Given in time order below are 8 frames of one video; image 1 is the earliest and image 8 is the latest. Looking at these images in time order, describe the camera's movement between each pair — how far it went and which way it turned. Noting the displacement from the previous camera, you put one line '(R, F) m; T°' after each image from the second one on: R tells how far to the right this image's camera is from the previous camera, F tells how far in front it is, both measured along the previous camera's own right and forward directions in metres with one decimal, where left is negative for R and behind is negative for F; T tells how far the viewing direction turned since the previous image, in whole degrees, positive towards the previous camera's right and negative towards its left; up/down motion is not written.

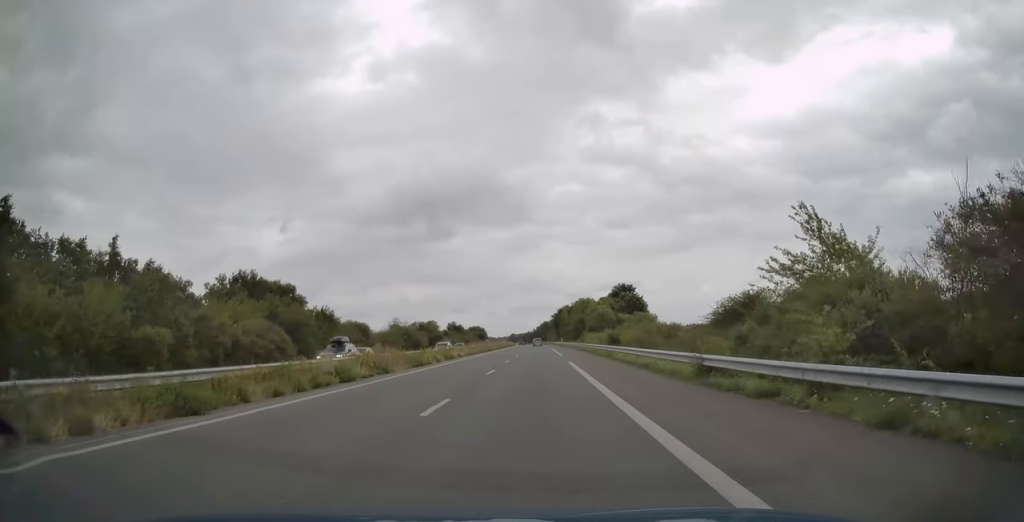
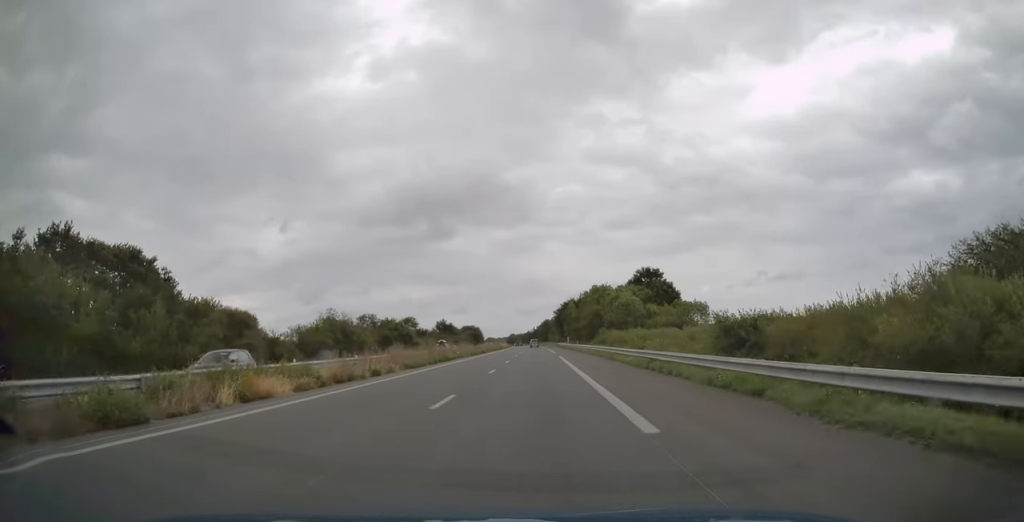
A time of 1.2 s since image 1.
(+0.4, +37.7) m; 0°
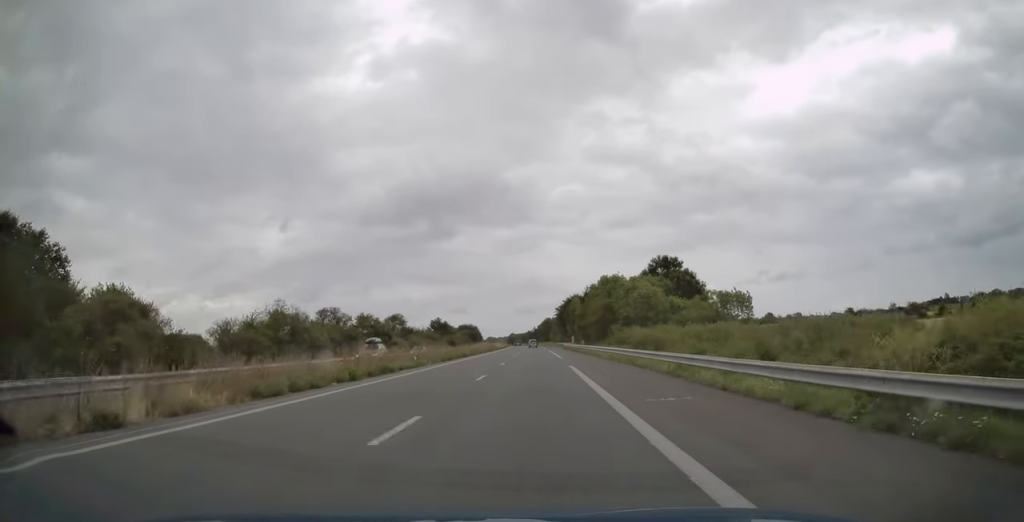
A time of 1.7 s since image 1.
(0.0, +17.2) m; 0°
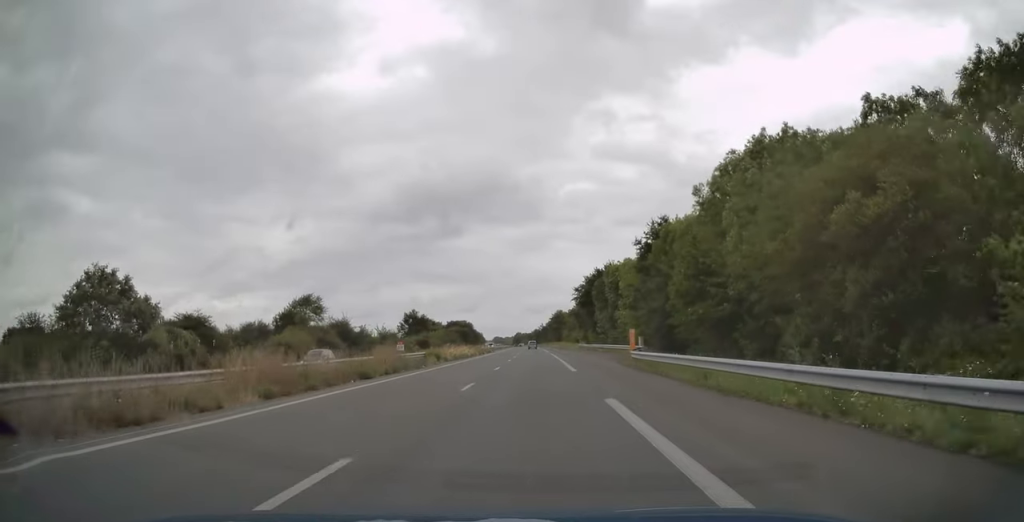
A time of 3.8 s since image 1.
(-0.1, +68.8) m; -1°
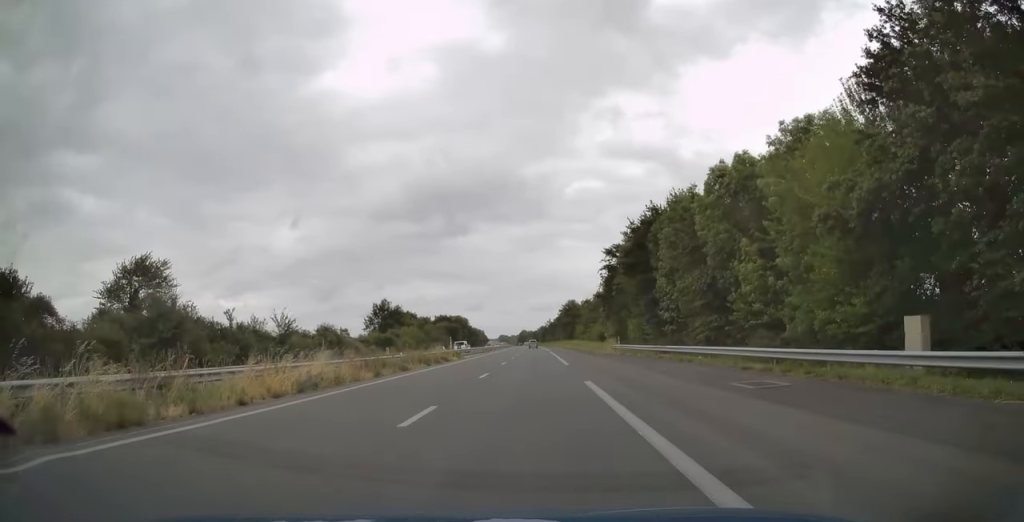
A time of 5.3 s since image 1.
(-0.2, +46.3) m; 0°
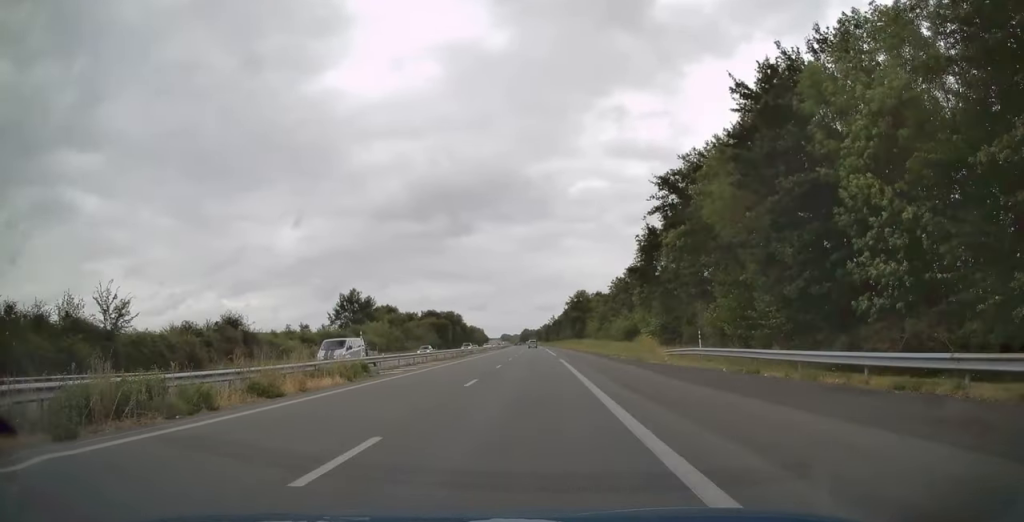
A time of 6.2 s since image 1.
(0.0, +30.1) m; -1°
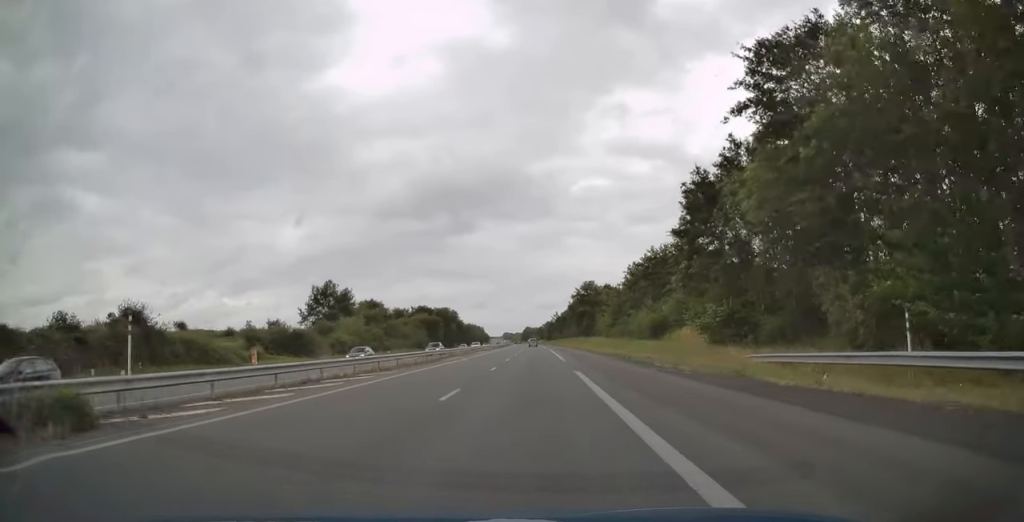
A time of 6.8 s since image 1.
(0.0, +17.8) m; -1°
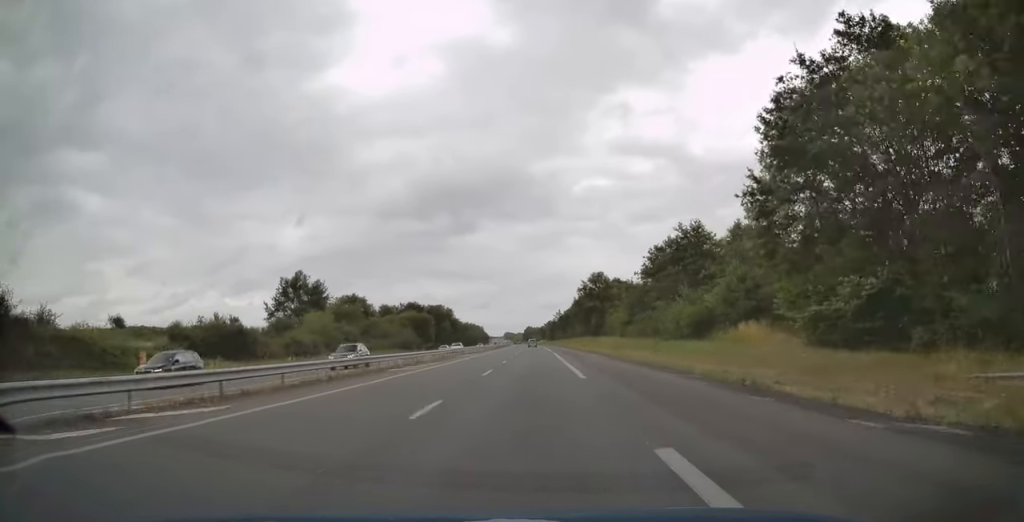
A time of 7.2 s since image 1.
(-0.2, +16.2) m; 0°
